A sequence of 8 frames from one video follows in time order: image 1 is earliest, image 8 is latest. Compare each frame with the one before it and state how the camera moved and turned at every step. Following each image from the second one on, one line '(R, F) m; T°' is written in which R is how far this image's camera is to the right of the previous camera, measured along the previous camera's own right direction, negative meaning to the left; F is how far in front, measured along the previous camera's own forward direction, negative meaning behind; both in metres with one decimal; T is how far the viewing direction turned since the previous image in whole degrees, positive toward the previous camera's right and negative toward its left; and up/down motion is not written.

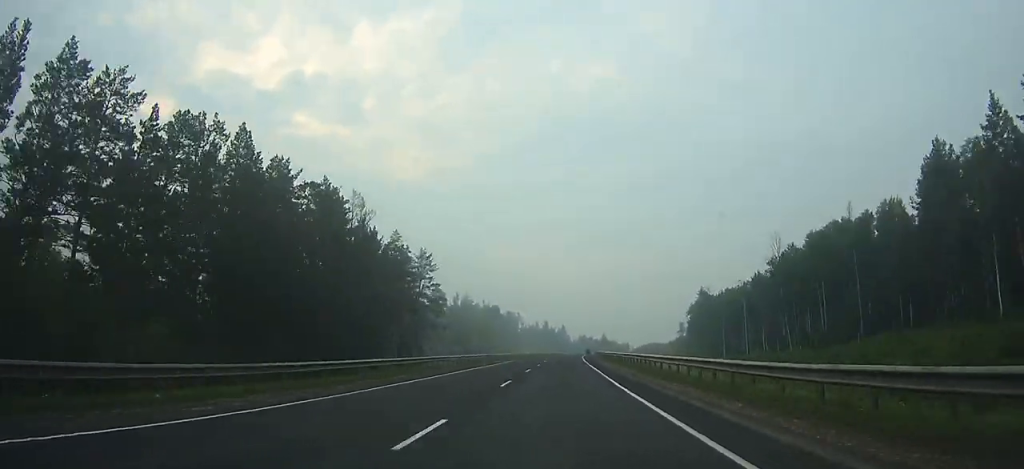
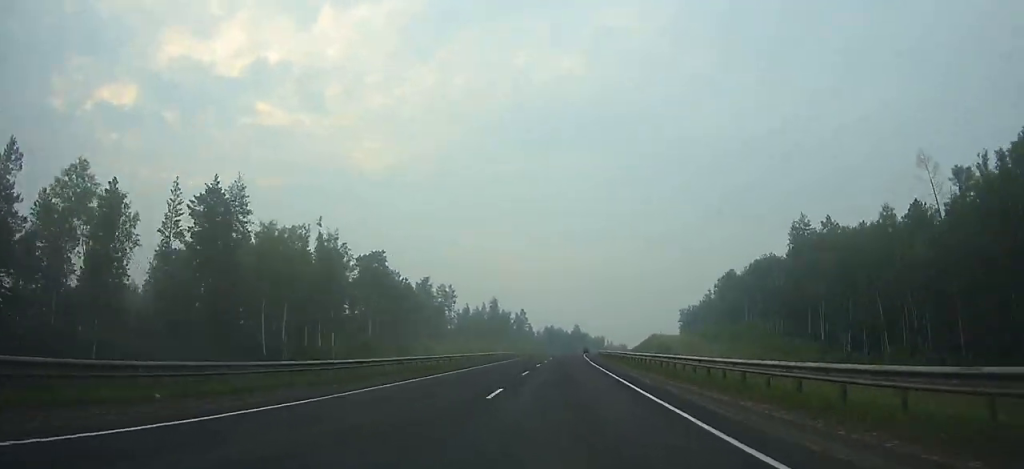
(+3.3, +121.5) m; +4°
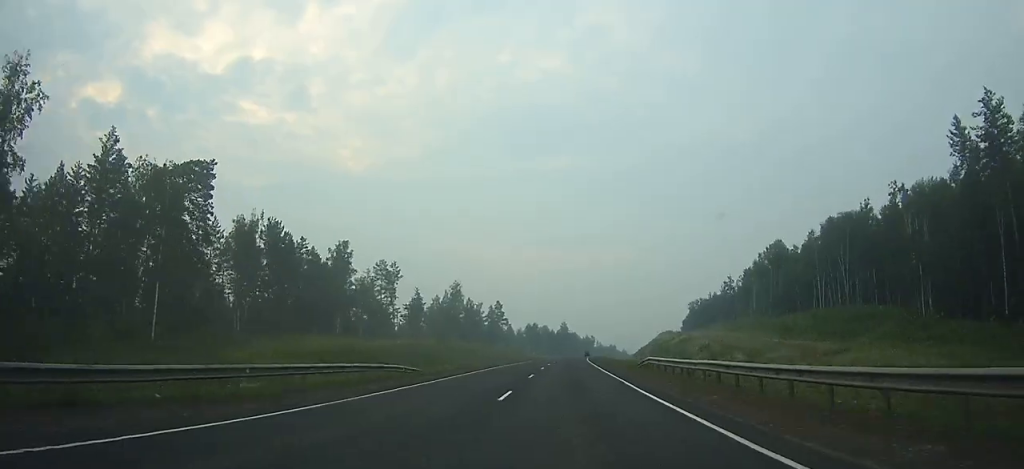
(+1.2, +57.2) m; +2°
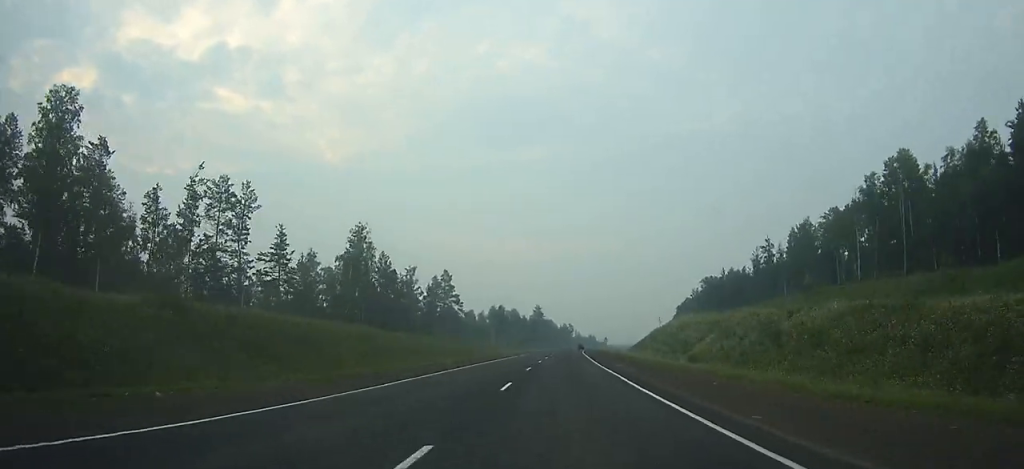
(+1.3, +71.5) m; +2°
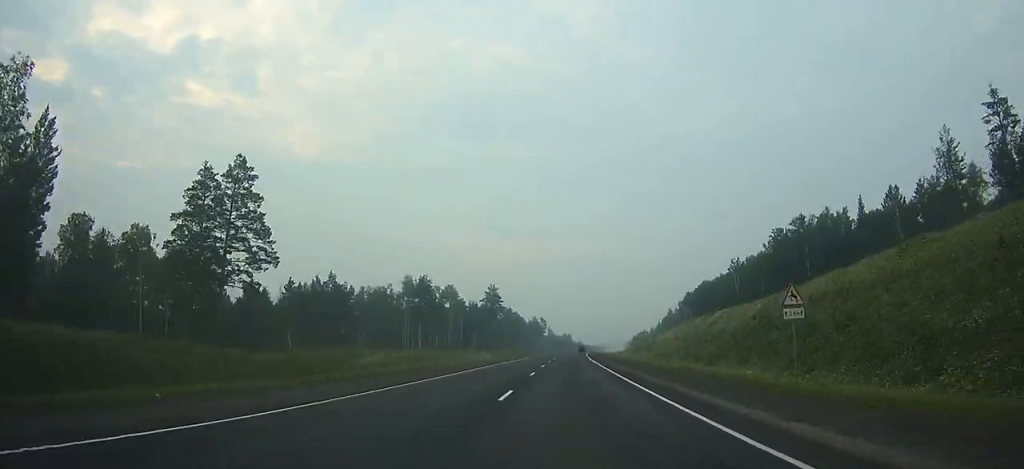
(+2.4, +110.8) m; +3°
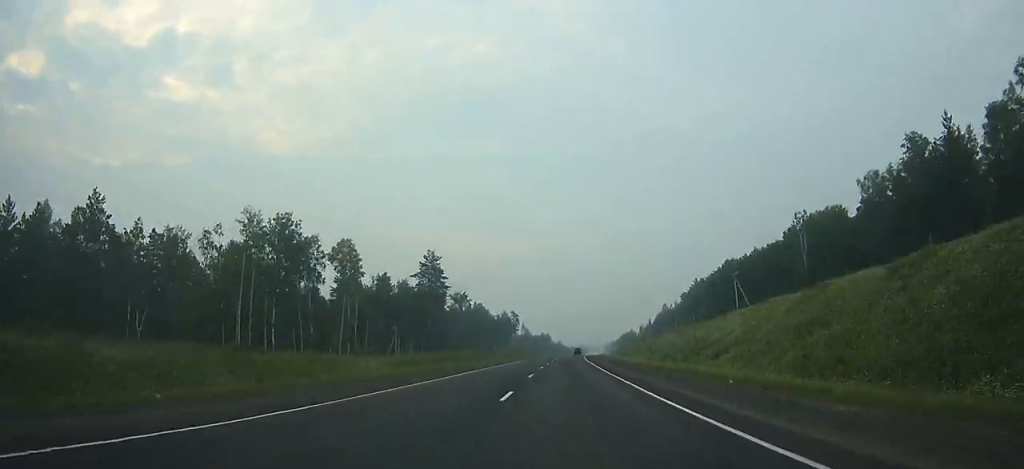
(+1.6, +71.0) m; +2°
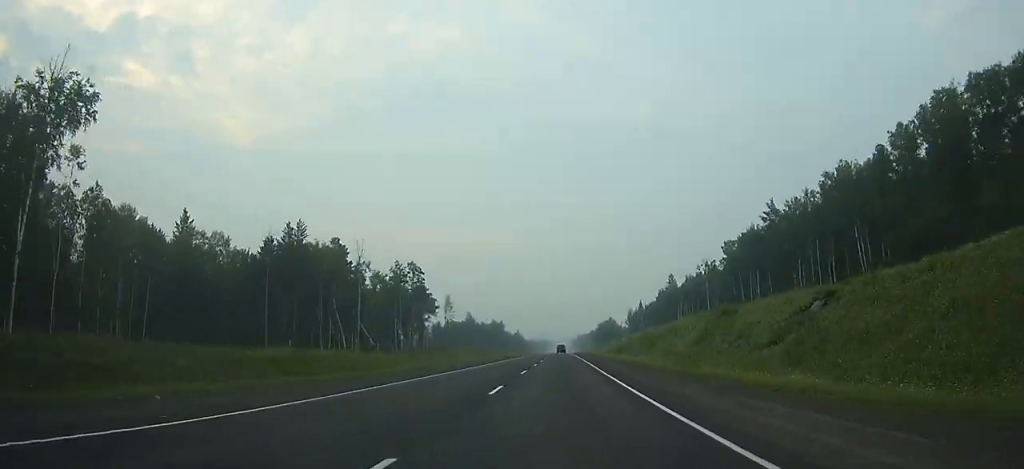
(+4.4, +137.7) m; +3°
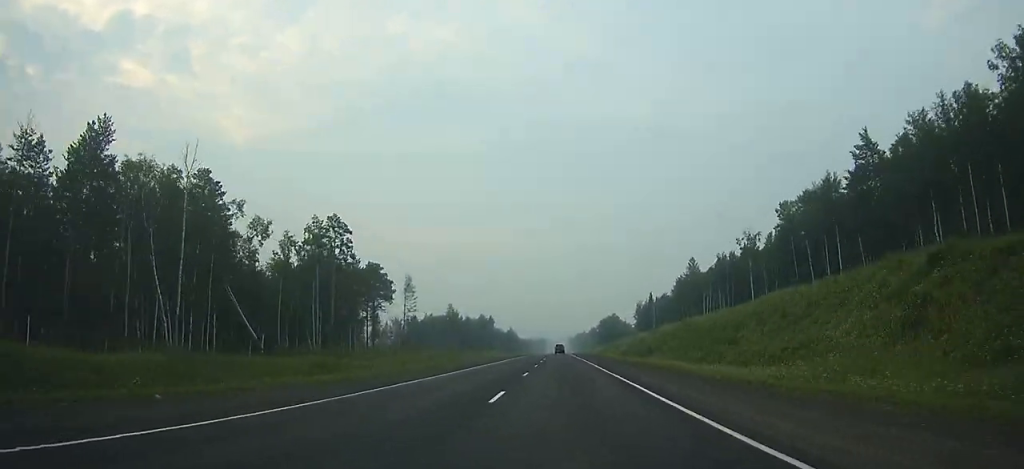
(+0.3, +47.8) m; +1°
